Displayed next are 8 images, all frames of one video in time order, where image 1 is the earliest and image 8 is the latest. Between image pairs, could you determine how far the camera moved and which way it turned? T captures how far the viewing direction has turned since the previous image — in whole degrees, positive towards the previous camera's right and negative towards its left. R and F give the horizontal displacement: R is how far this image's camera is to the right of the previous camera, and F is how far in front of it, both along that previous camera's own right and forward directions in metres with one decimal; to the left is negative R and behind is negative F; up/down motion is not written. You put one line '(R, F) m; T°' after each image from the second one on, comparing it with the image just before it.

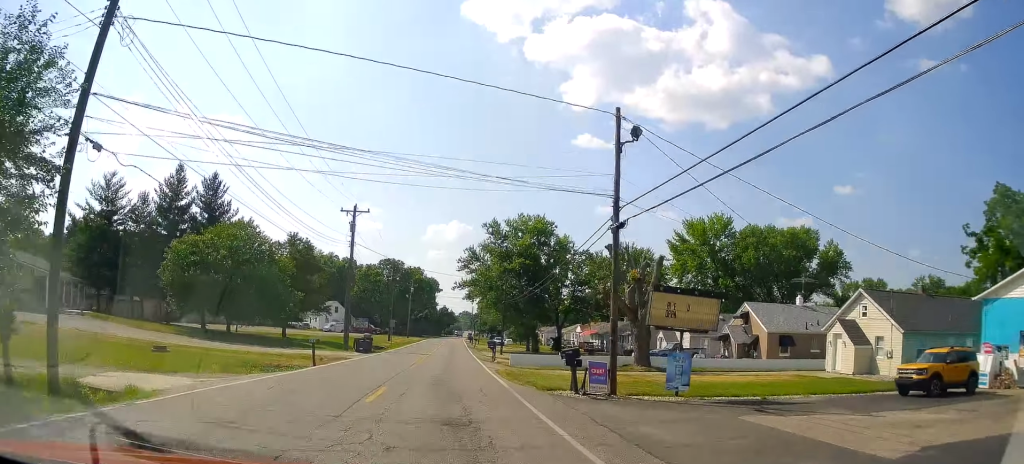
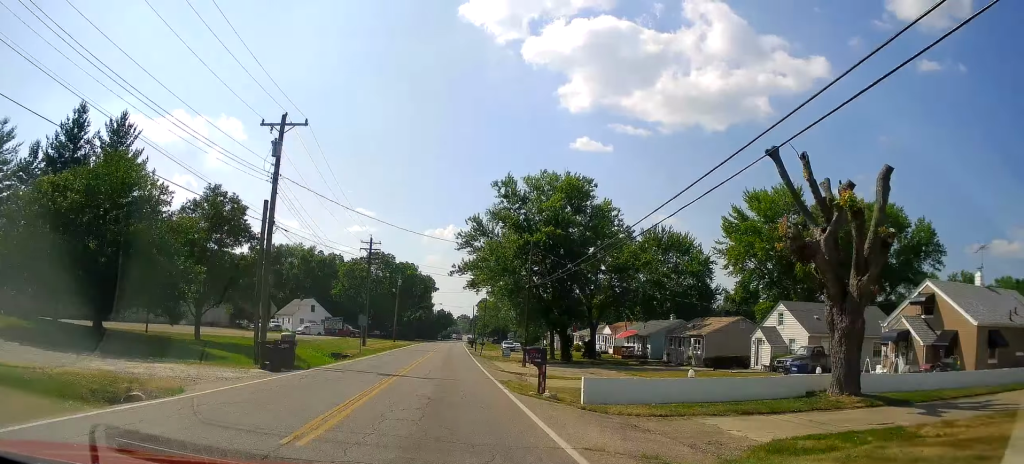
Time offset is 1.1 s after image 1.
(-0.5, +17.7) m; -5°
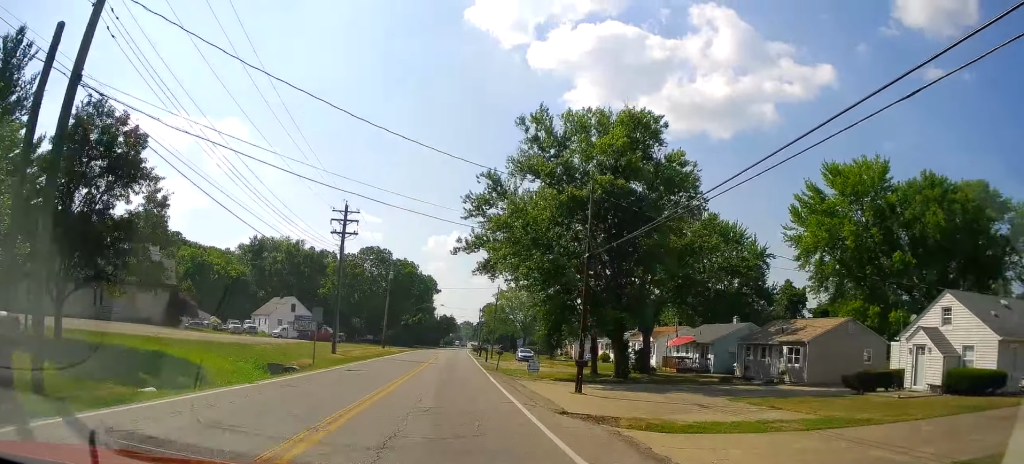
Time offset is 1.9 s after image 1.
(-0.6, +13.4) m; -1°
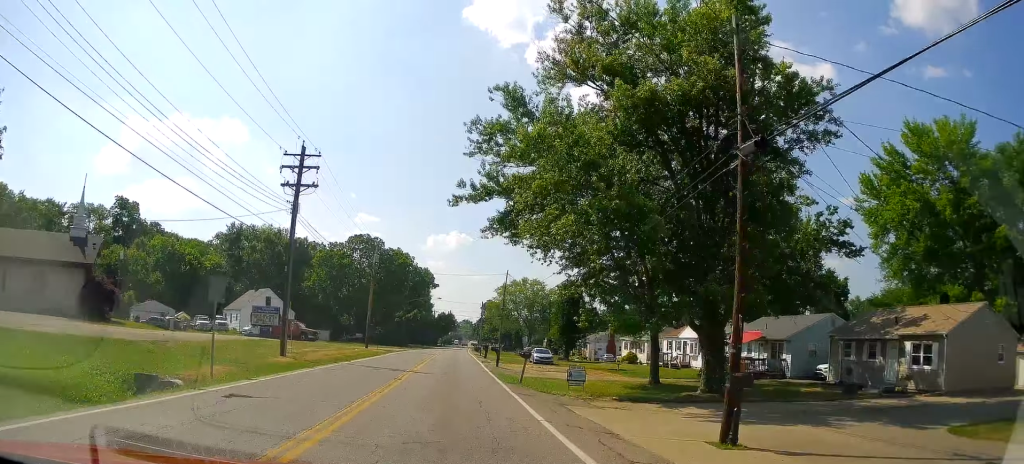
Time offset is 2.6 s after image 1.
(-0.4, +10.4) m; +2°
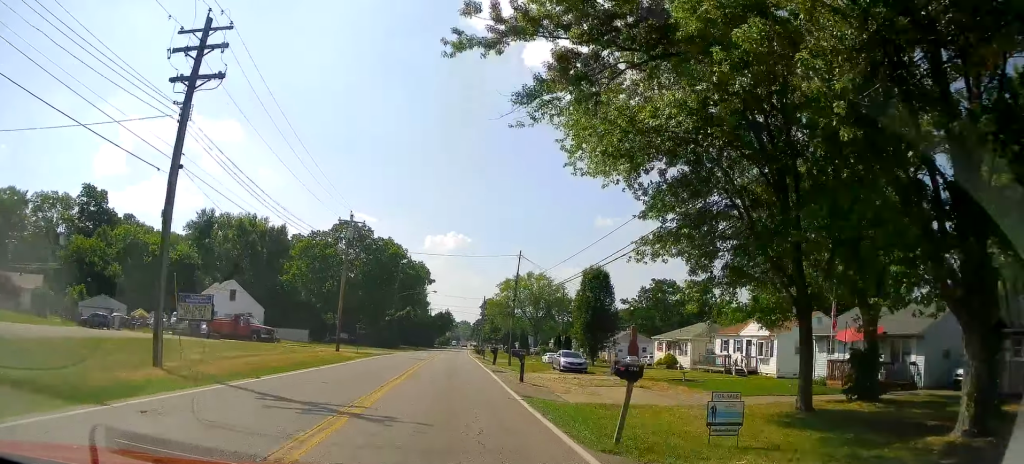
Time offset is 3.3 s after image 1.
(+1.2, +10.8) m; +2°
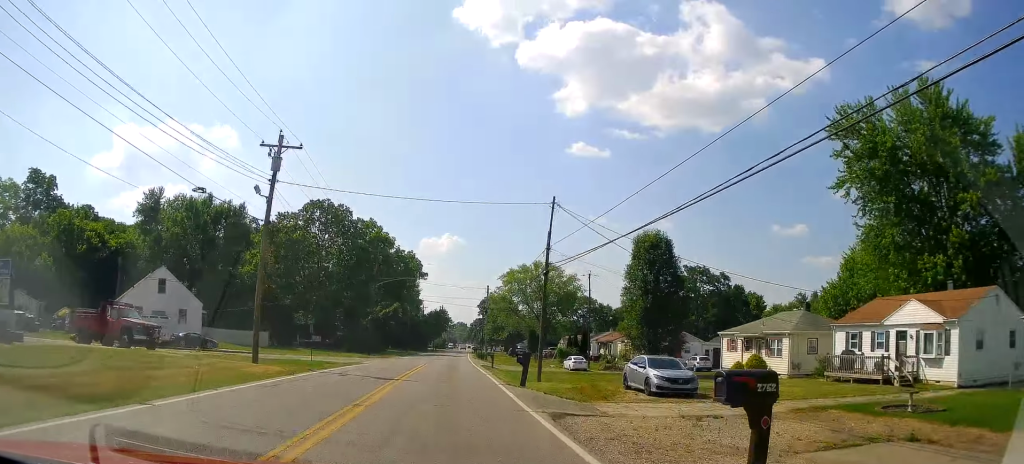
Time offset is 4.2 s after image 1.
(-0.6, +13.9) m; -4°
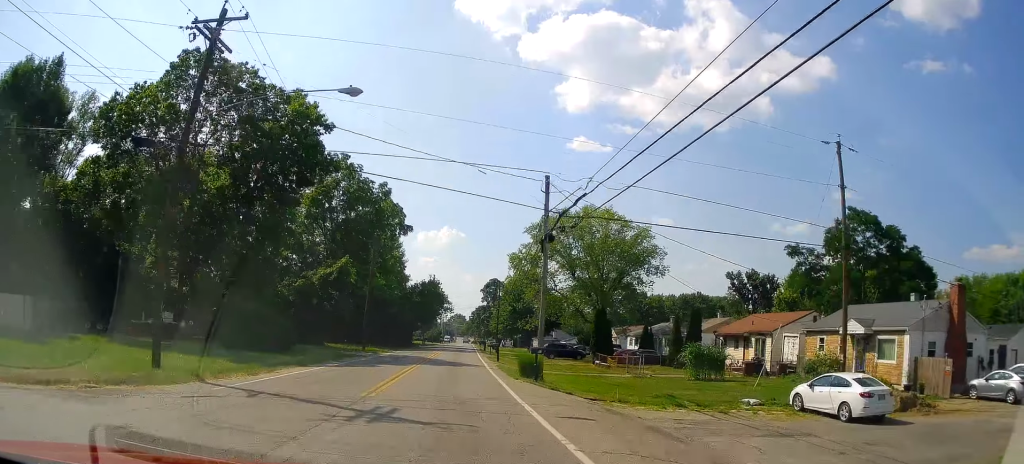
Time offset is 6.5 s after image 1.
(-0.8, +32.9) m; -2°
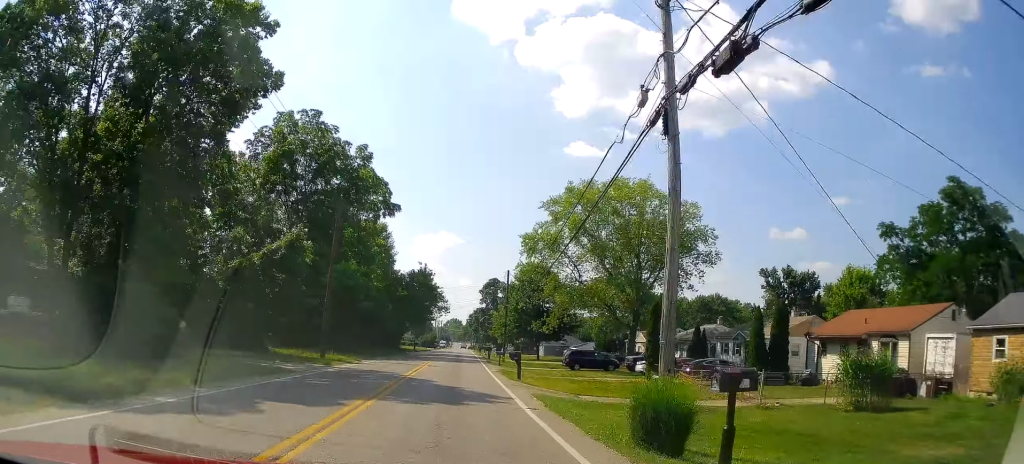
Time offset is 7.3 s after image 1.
(-0.4, +10.9) m; -1°
